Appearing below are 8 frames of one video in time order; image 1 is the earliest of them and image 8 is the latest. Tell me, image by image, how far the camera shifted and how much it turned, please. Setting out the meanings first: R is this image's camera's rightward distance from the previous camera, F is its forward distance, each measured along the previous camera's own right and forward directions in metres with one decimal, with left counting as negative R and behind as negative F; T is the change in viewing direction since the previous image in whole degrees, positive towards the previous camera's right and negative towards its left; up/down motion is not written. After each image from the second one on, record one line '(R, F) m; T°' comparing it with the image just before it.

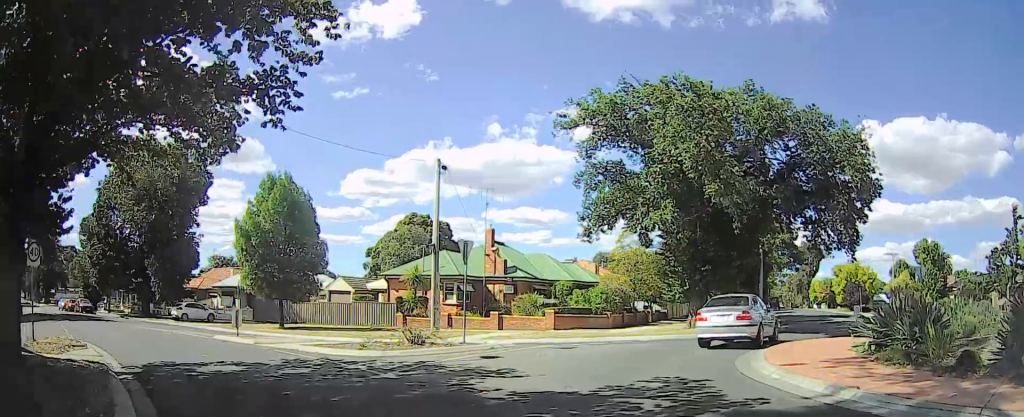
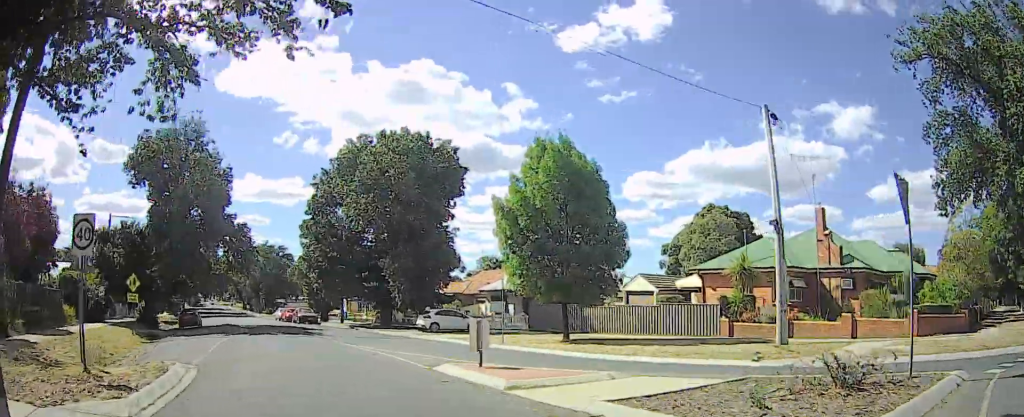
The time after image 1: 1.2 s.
(-2.3, +7.2) m; -25°
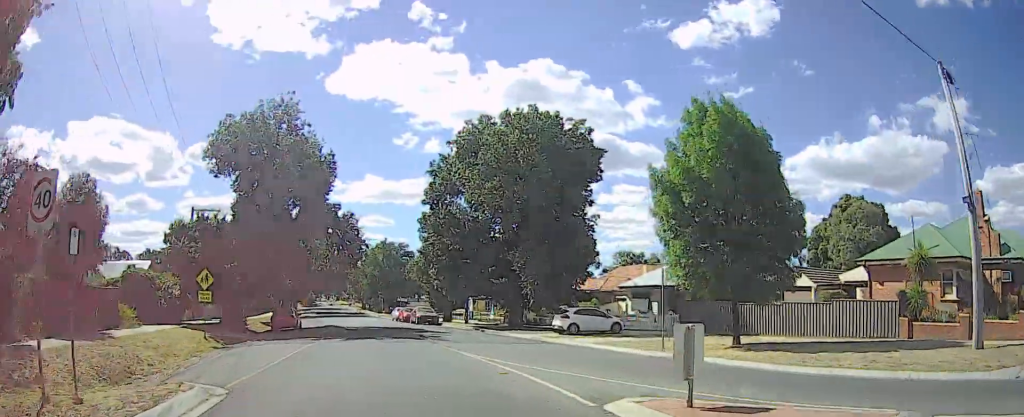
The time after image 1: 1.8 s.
(-0.2, +4.3) m; -7°
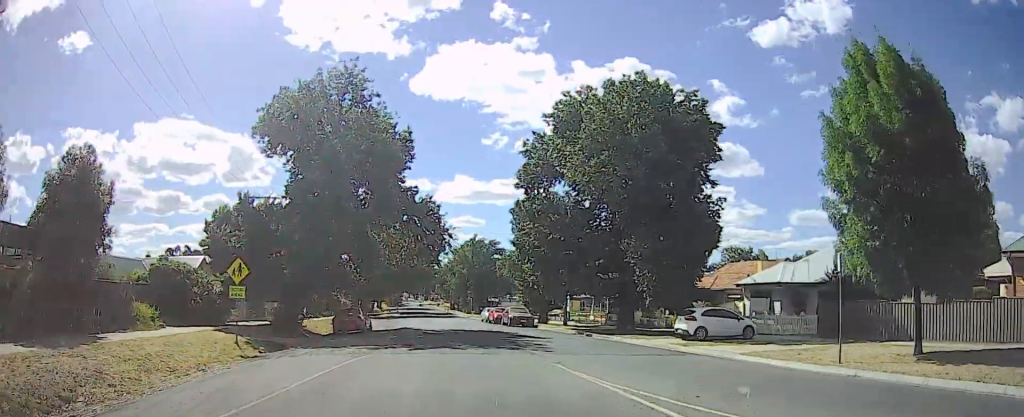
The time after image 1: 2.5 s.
(-0.2, +5.1) m; -8°
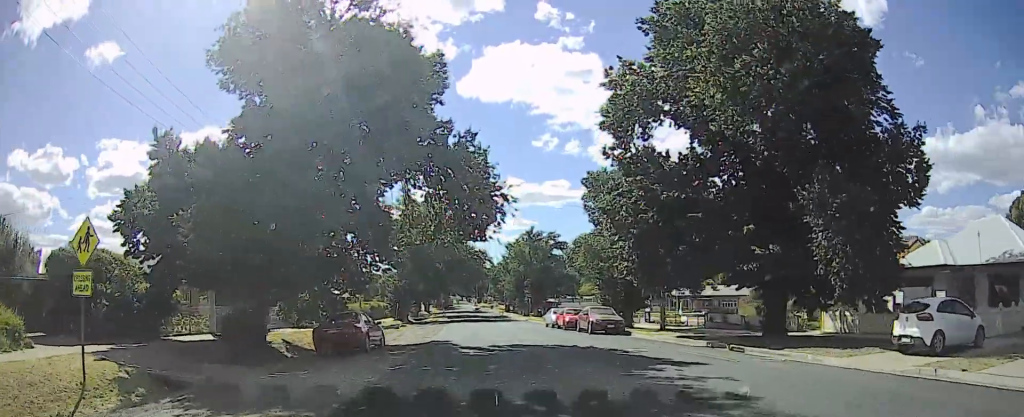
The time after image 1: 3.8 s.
(-1.7, +10.9) m; -15°
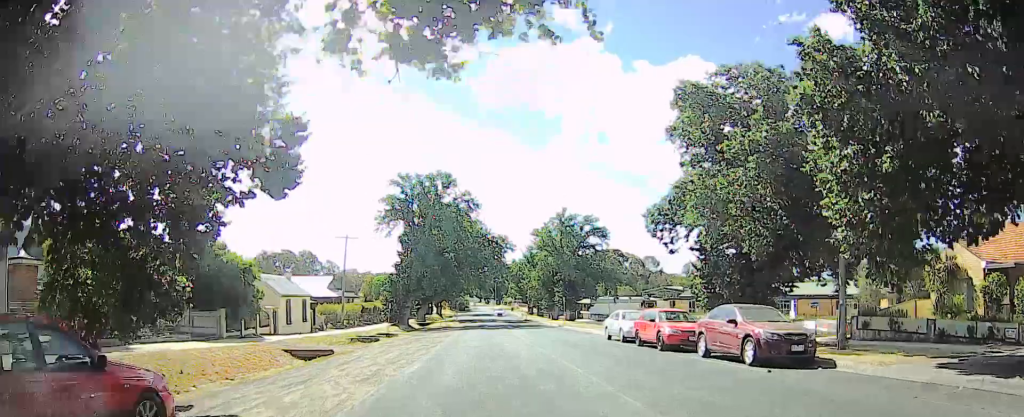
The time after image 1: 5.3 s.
(-1.4, +15.4) m; -7°
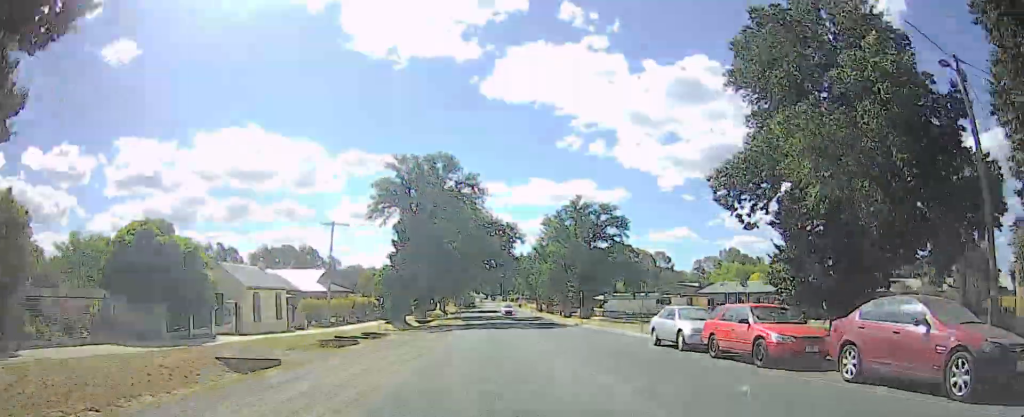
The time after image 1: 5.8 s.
(0.0, +6.4) m; +1°
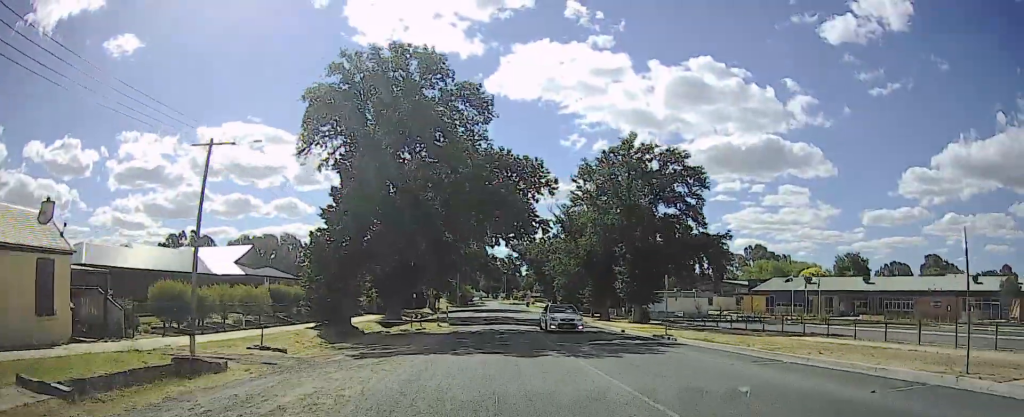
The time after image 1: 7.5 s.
(+0.5, +22.2) m; +1°
